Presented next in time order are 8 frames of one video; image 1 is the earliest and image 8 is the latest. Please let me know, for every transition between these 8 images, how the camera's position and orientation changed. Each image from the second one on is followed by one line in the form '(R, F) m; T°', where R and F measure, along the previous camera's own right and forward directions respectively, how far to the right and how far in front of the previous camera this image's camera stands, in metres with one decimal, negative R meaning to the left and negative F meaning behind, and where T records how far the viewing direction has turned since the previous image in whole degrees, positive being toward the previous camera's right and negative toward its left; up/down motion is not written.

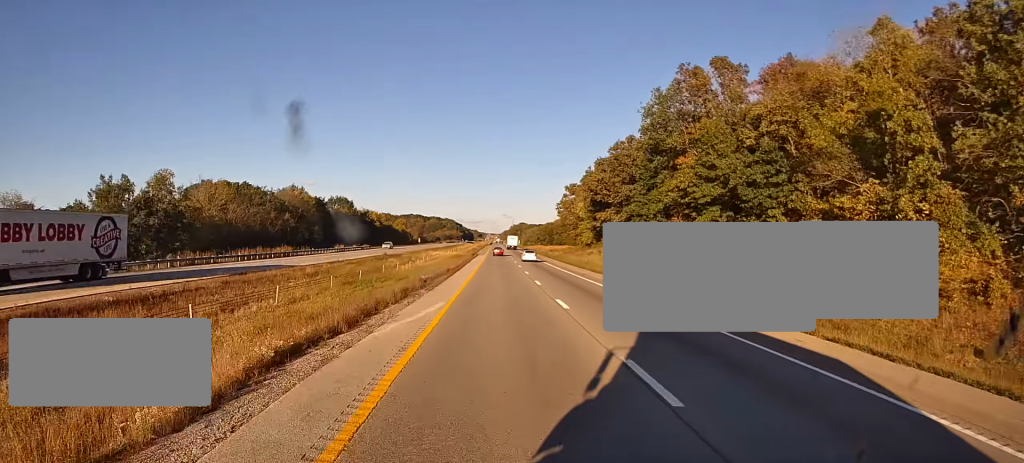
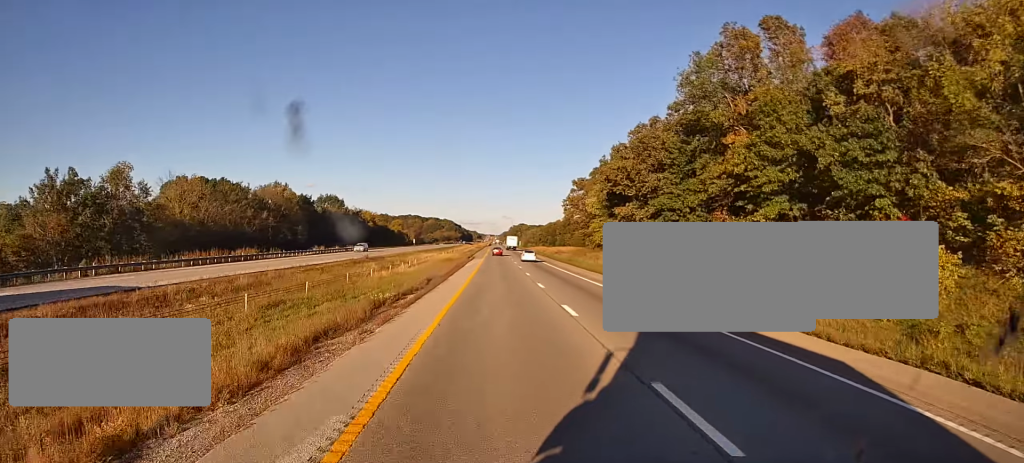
(-0.1, +14.2) m; 0°
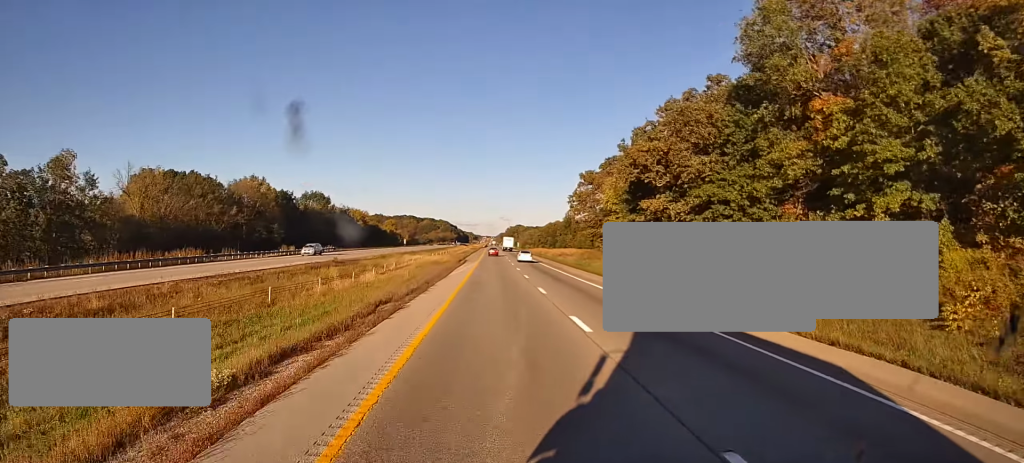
(-0.1, +15.3) m; 0°
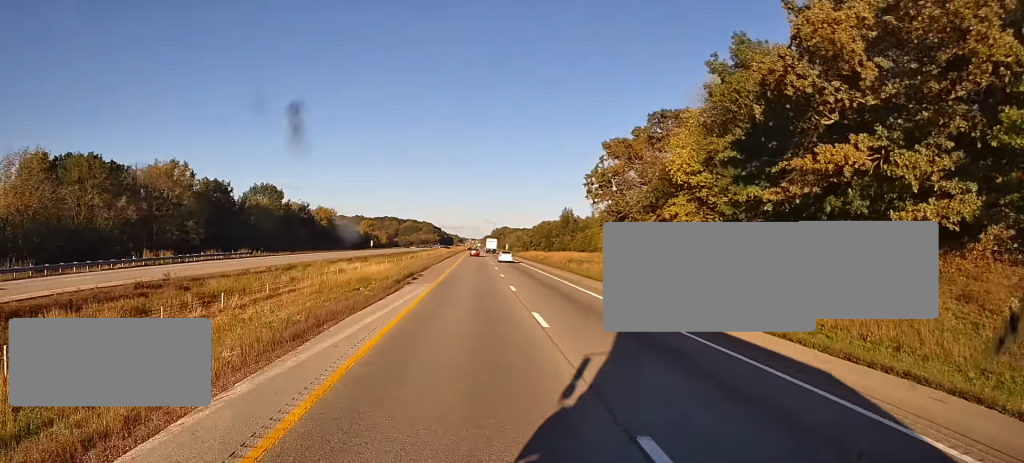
(-0.1, +35.9) m; 0°
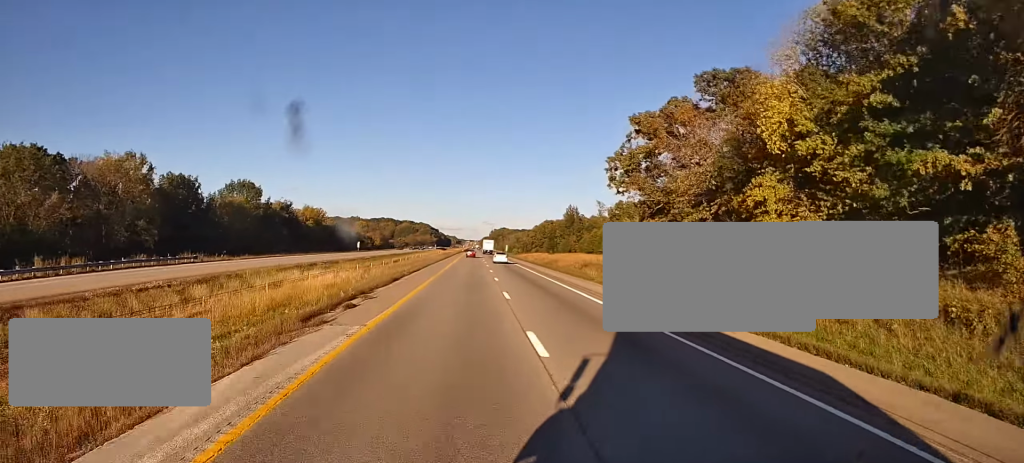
(0.0, +16.2) m; 0°
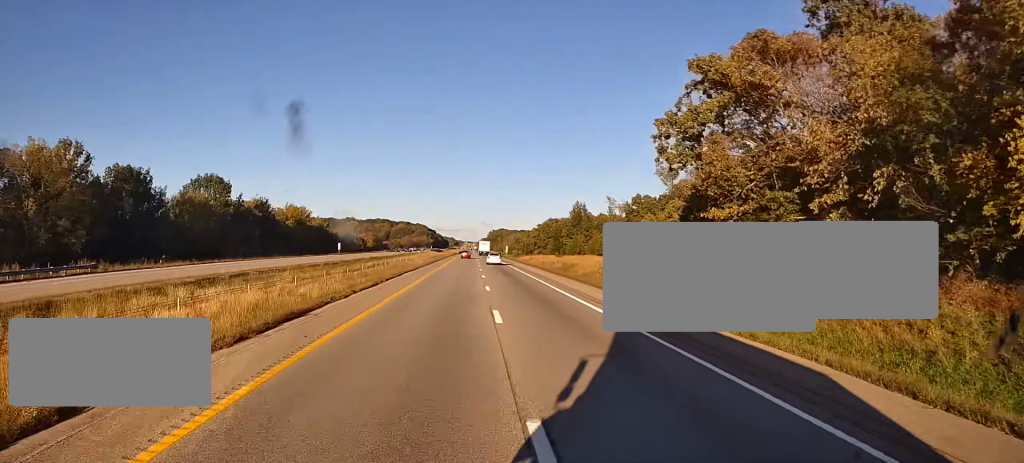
(0.0, +19.4) m; 0°
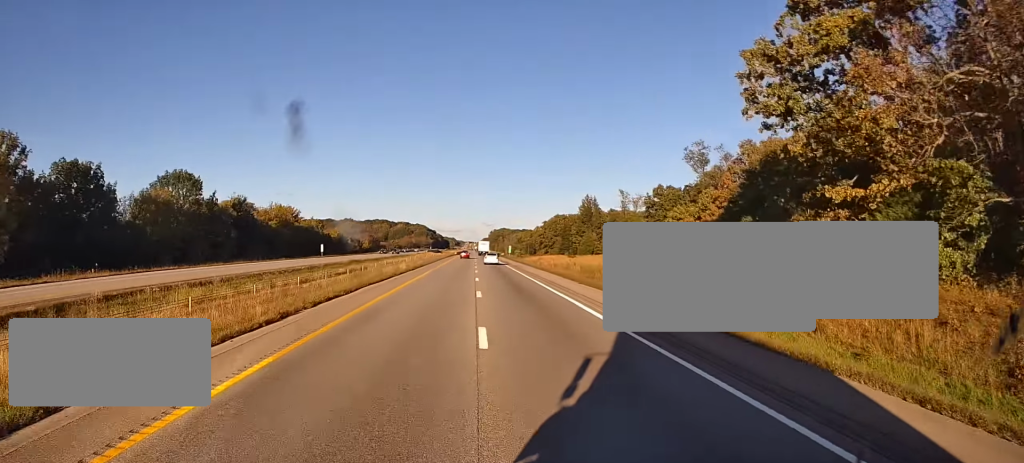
(+0.1, +16.2) m; 0°
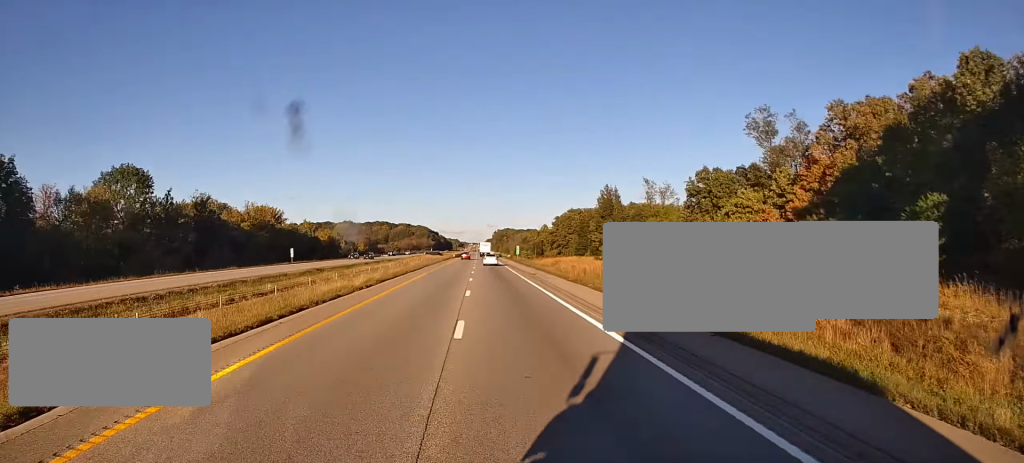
(+0.1, +22.6) m; +1°
